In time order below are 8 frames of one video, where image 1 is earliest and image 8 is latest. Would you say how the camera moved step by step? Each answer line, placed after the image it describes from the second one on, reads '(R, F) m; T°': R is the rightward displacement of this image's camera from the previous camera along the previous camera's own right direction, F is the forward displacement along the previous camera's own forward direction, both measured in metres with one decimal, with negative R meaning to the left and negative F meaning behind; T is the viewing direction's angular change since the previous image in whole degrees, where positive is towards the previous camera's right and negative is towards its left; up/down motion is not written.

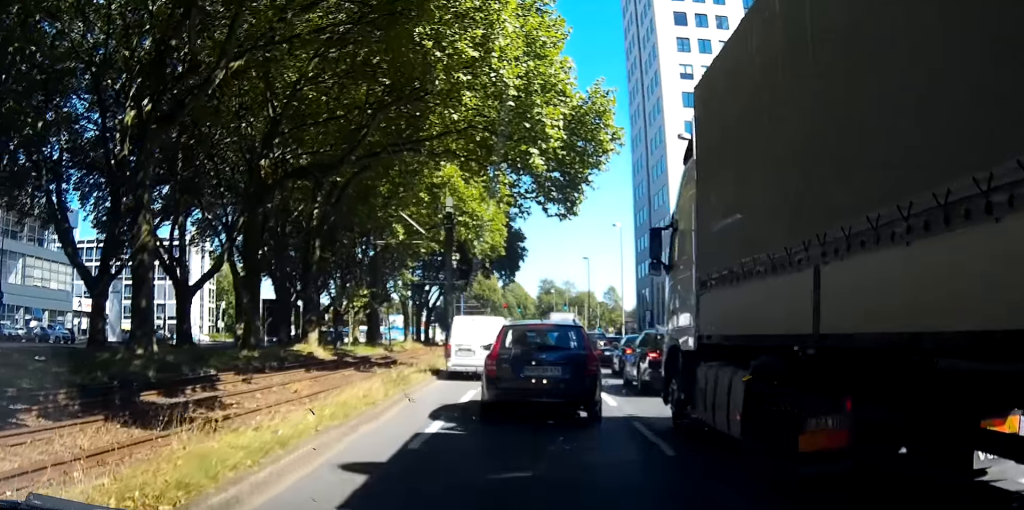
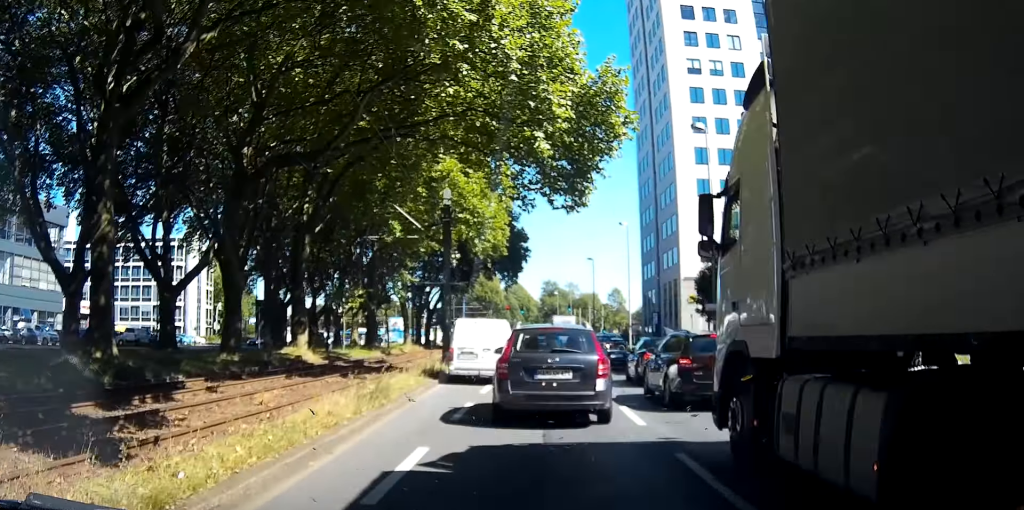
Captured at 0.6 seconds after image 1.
(-0.4, +2.6) m; -6°
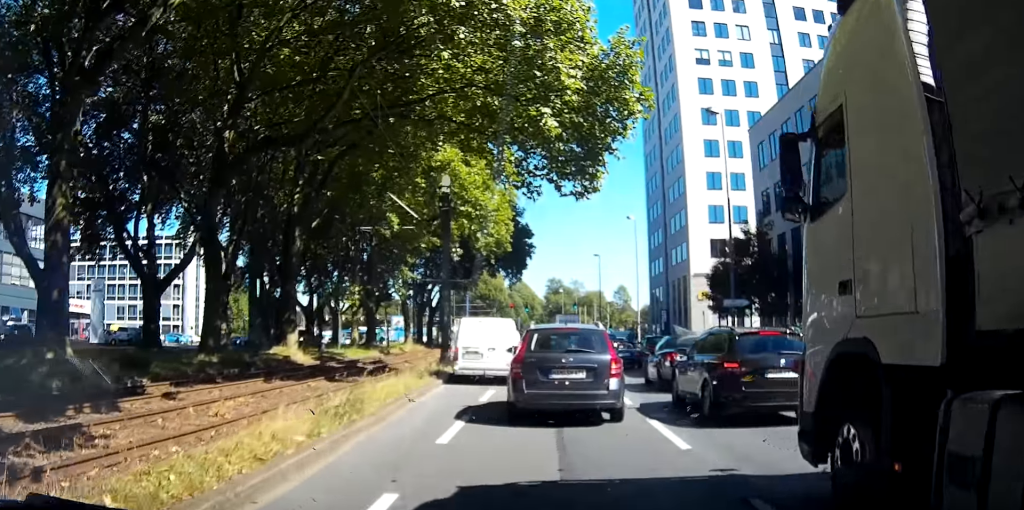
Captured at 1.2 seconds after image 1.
(-0.2, +2.5) m; -5°
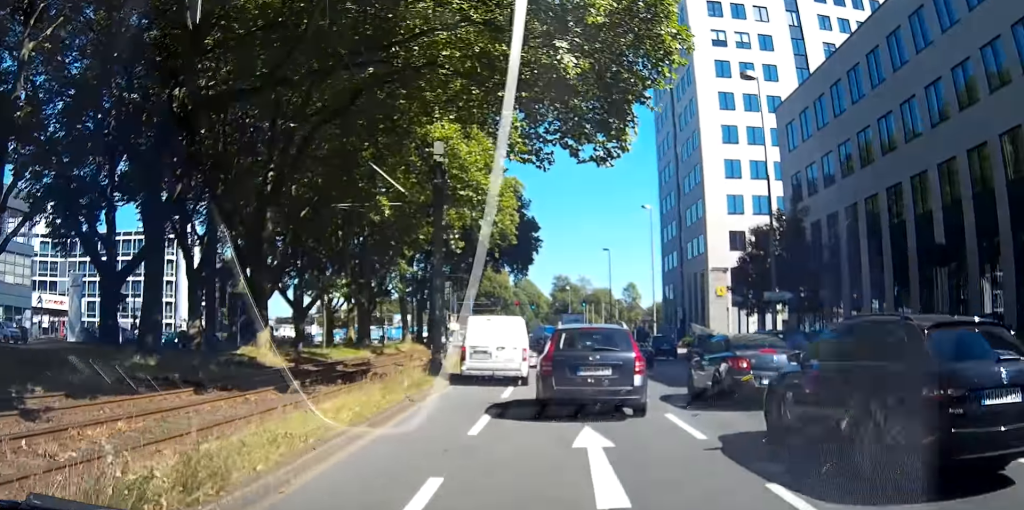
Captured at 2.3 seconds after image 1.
(0.0, +4.8) m; 0°
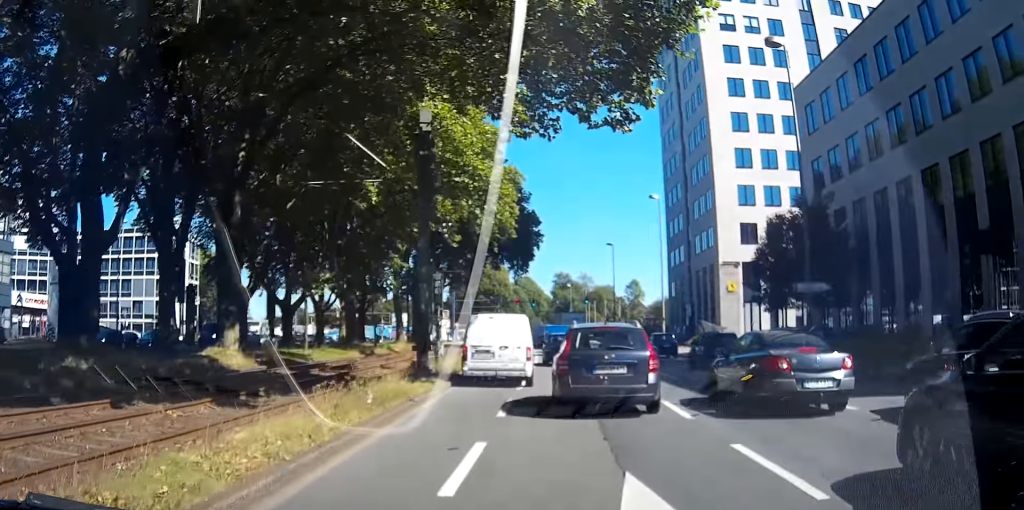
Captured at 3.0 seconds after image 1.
(-0.1, +3.5) m; +2°
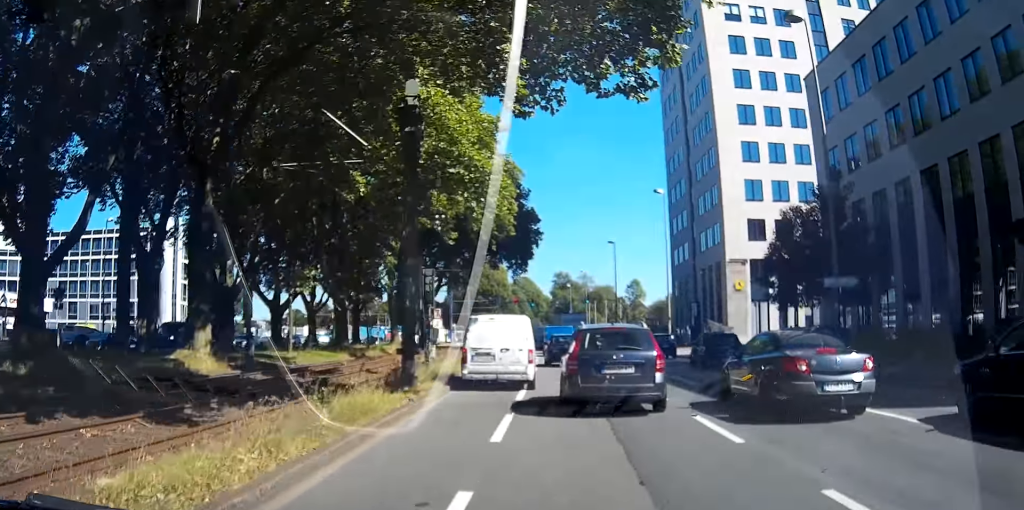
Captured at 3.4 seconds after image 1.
(+0.1, +2.6) m; +2°
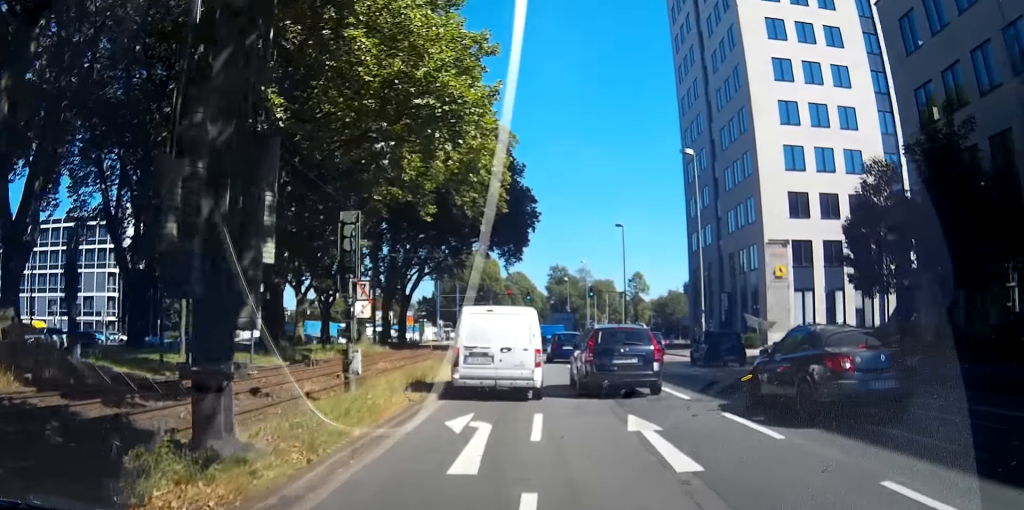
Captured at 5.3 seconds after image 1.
(+0.7, +11.1) m; +4°
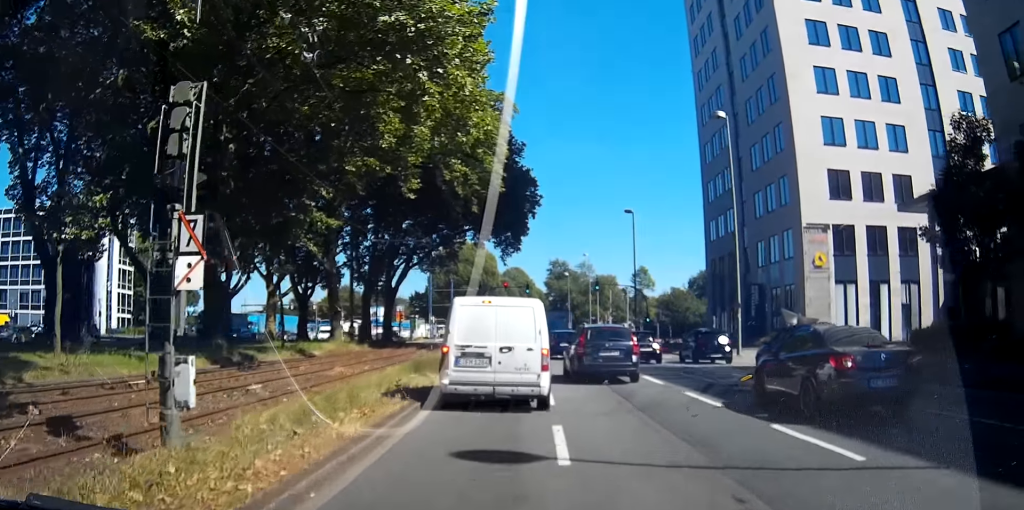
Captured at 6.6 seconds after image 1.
(-0.1, +6.4) m; -6°
